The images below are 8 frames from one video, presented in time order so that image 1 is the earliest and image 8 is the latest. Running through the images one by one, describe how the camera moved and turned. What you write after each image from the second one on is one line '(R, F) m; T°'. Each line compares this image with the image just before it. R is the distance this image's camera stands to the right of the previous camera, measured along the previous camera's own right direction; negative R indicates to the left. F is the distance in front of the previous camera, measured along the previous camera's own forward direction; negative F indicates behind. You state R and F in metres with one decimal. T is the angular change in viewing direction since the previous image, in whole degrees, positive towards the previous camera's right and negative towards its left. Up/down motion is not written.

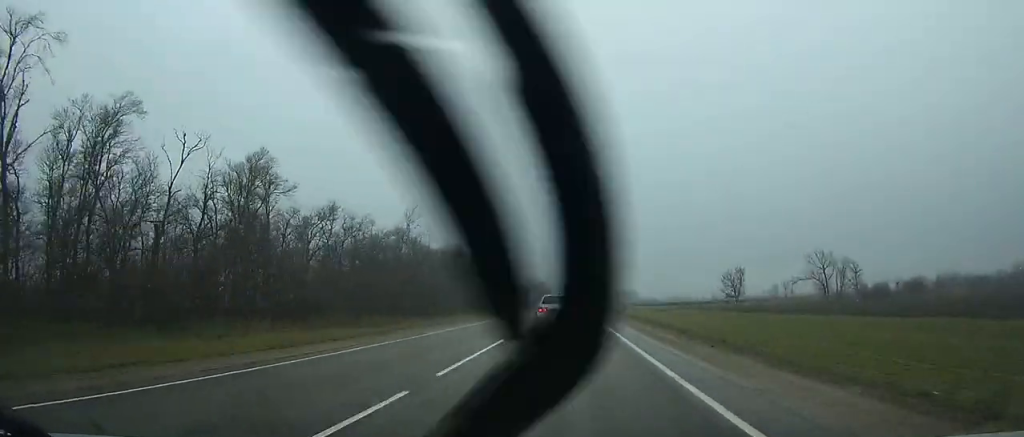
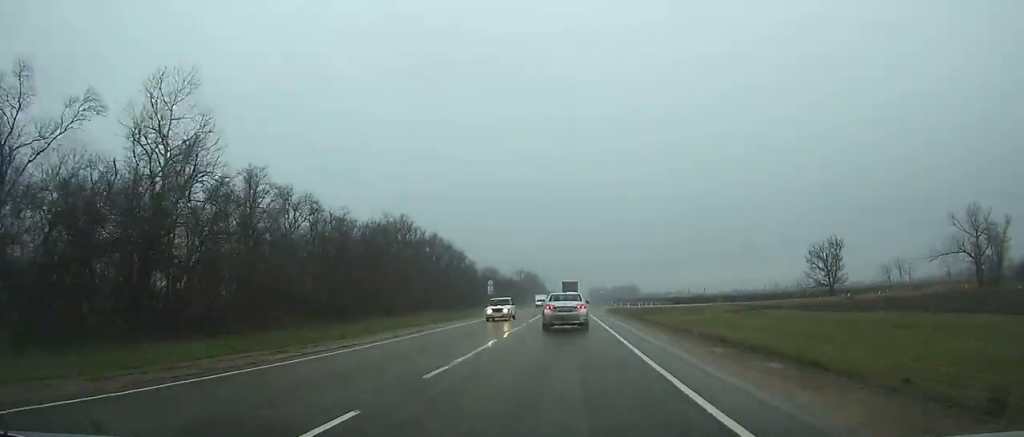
(+0.1, +72.7) m; 0°
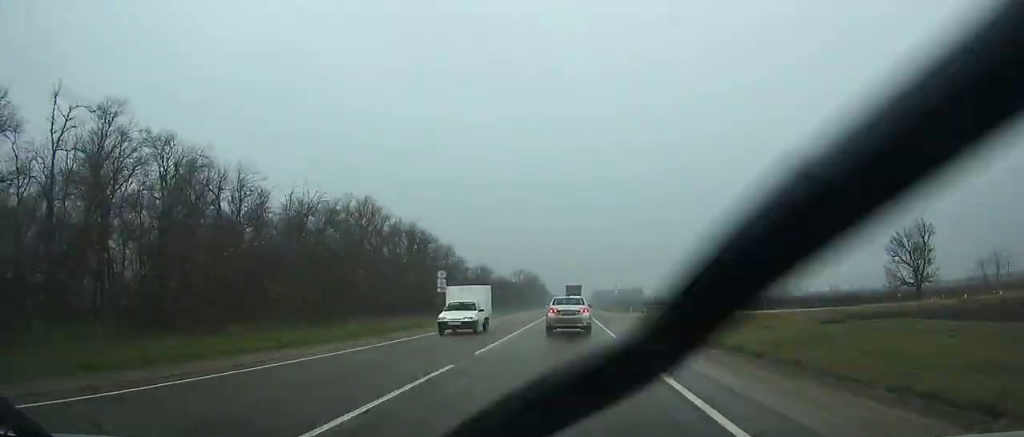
(-0.1, +31.9) m; 0°
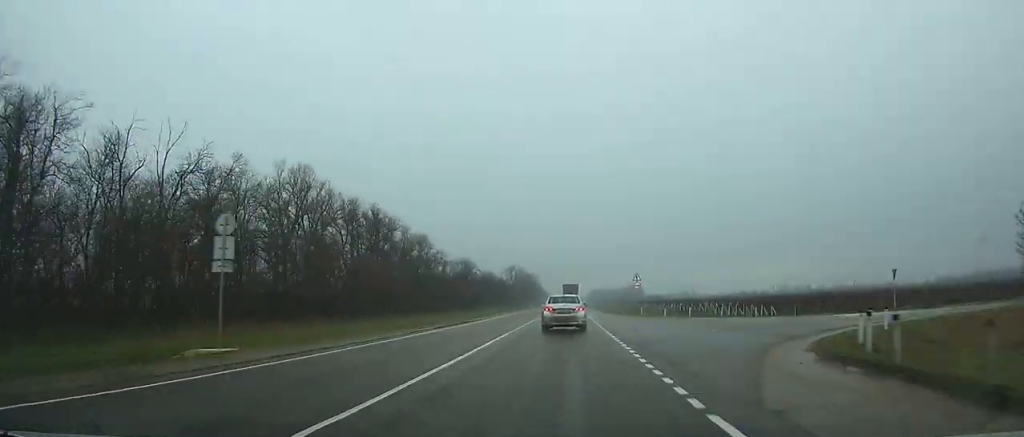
(0.0, +30.1) m; 0°
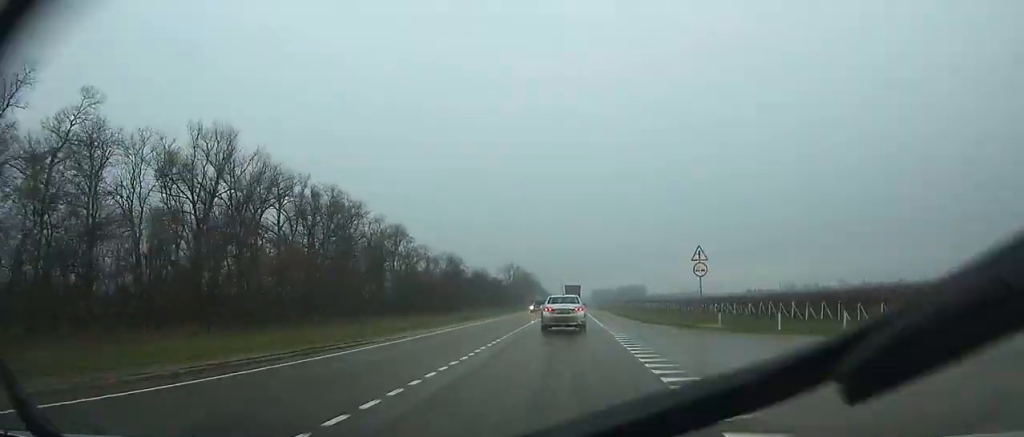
(-0.1, +26.4) m; 0°
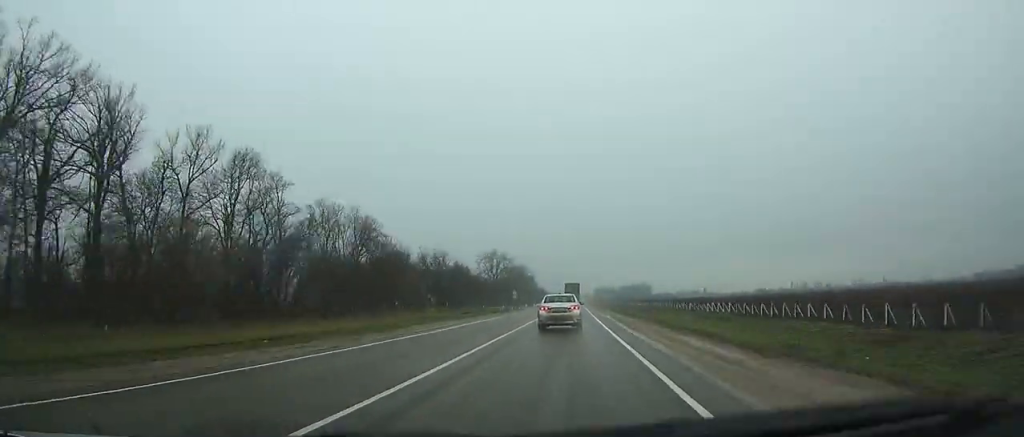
(-0.2, +73.6) m; 0°
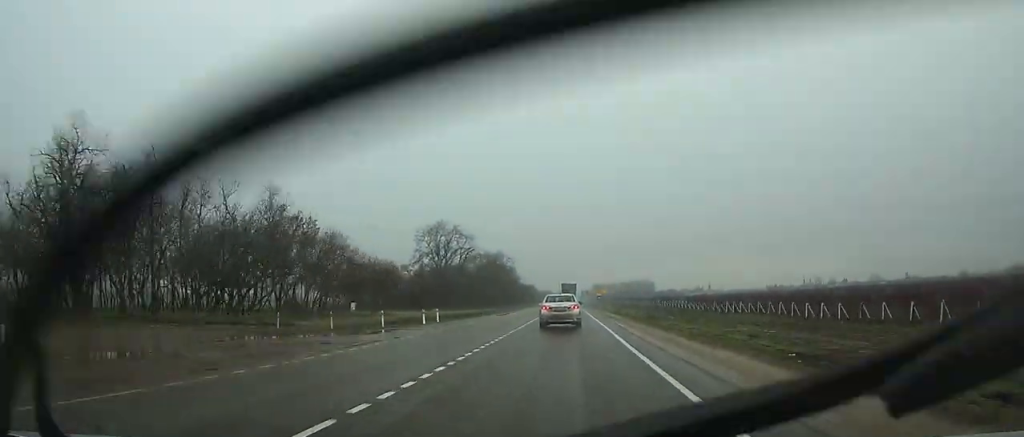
(+0.5, +97.7) m; 0°
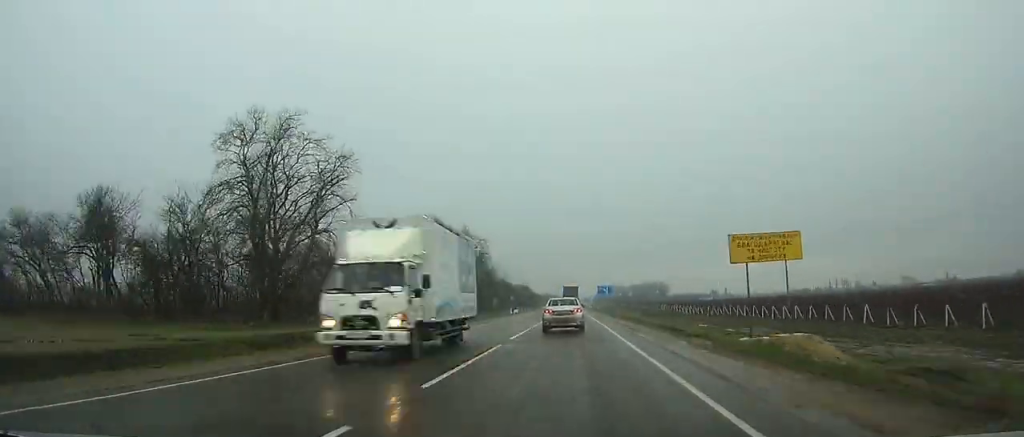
(-0.2, +100.4) m; 0°
